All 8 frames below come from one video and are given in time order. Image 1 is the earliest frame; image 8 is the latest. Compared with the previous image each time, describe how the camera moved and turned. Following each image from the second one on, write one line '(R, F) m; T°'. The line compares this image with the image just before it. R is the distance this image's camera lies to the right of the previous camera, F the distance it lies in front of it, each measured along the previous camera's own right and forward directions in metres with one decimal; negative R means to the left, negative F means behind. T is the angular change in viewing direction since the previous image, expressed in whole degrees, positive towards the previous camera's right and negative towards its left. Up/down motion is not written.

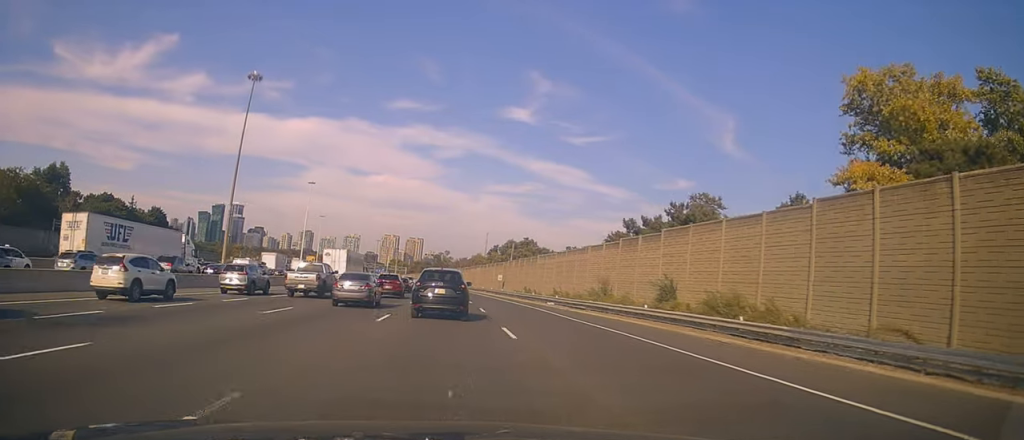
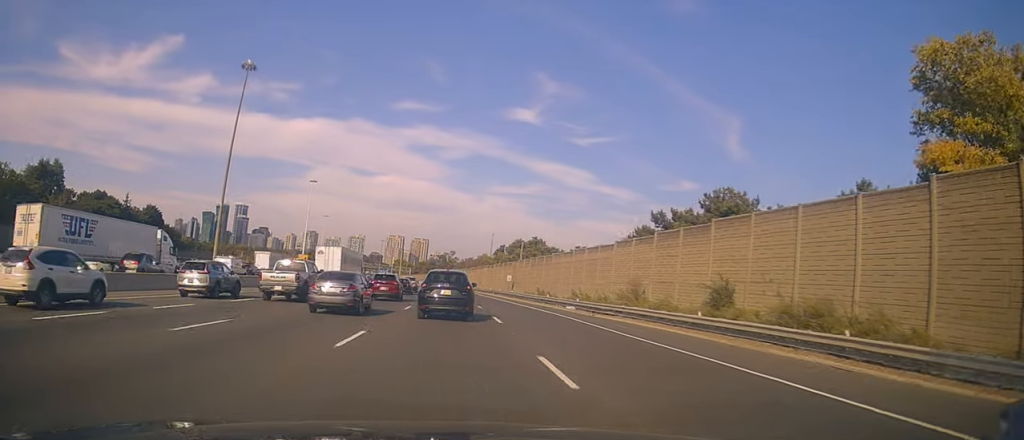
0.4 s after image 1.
(+0.3, +6.1) m; -1°
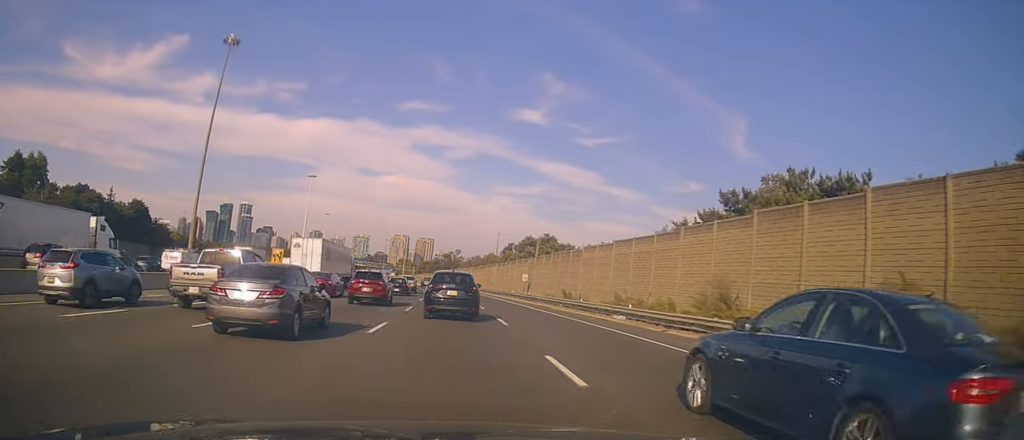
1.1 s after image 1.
(-0.4, +11.5) m; -2°
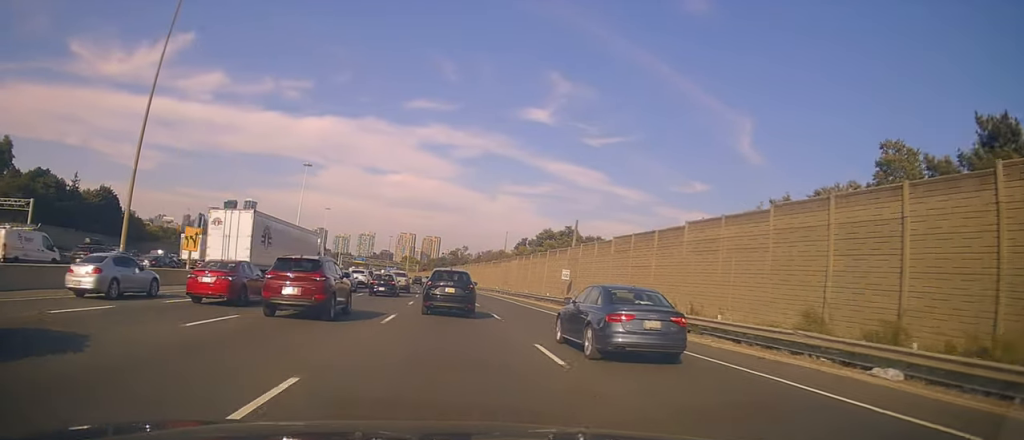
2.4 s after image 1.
(-0.3, +20.1) m; 0°
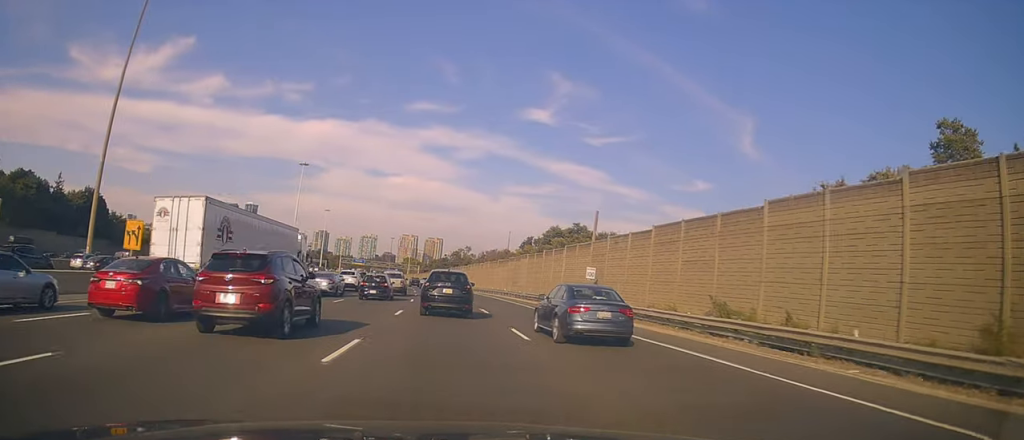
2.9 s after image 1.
(0.0, +7.5) m; 0°
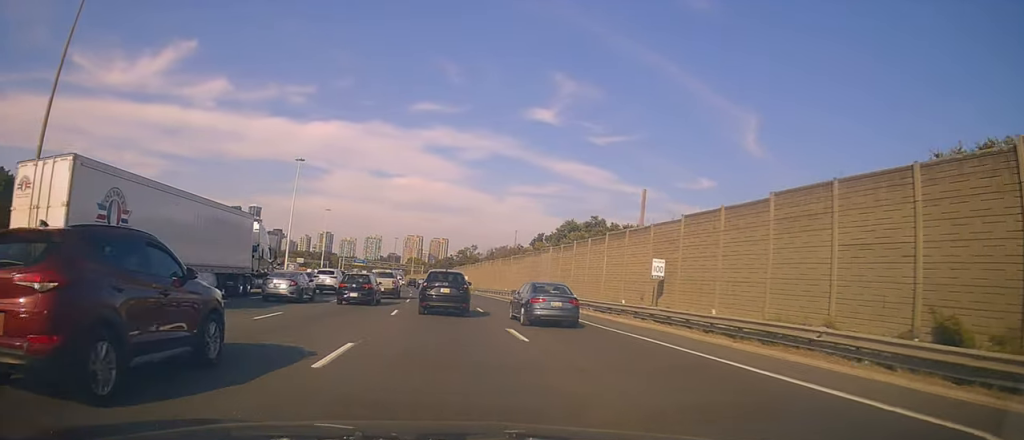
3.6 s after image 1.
(+0.1, +11.8) m; 0°
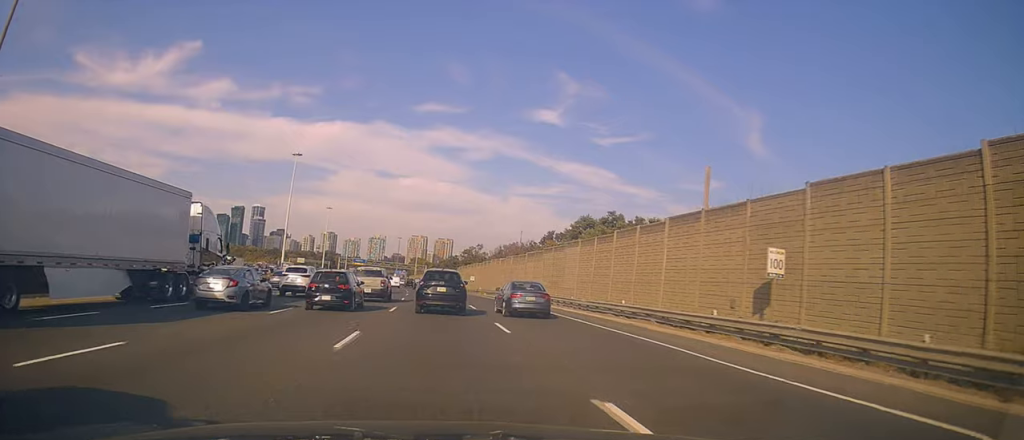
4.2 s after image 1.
(0.0, +9.9) m; -2°
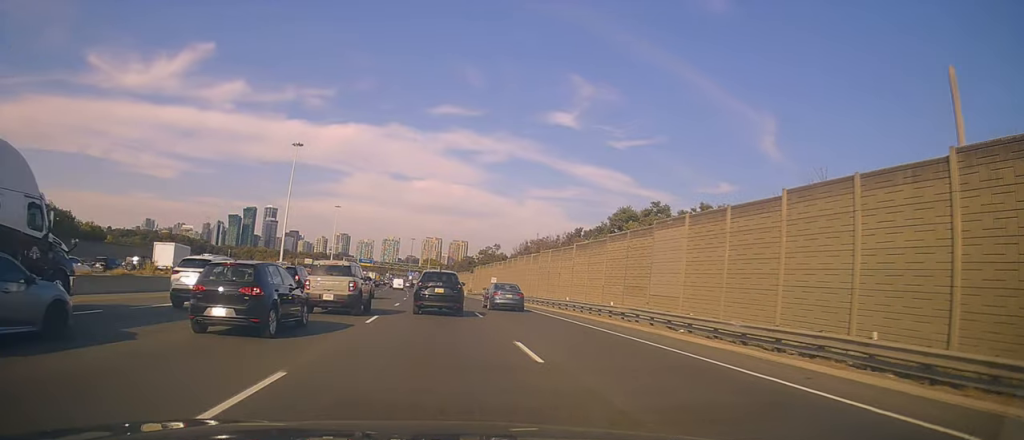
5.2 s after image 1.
(-0.5, +17.0) m; -2°
